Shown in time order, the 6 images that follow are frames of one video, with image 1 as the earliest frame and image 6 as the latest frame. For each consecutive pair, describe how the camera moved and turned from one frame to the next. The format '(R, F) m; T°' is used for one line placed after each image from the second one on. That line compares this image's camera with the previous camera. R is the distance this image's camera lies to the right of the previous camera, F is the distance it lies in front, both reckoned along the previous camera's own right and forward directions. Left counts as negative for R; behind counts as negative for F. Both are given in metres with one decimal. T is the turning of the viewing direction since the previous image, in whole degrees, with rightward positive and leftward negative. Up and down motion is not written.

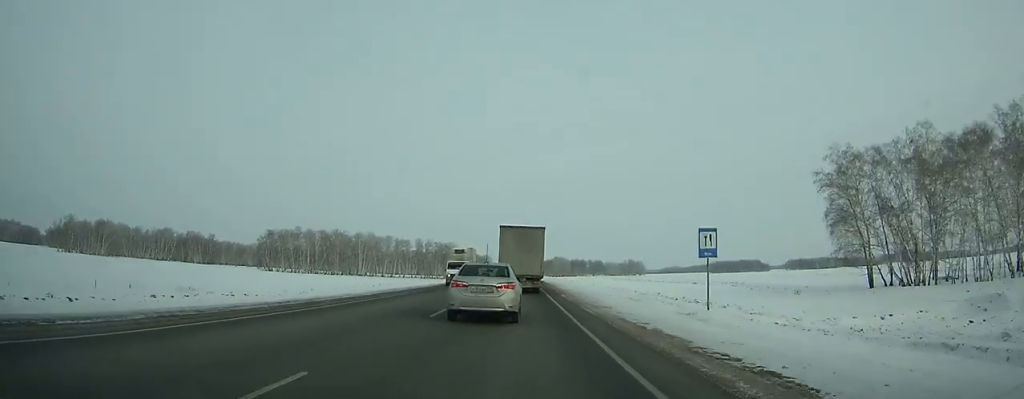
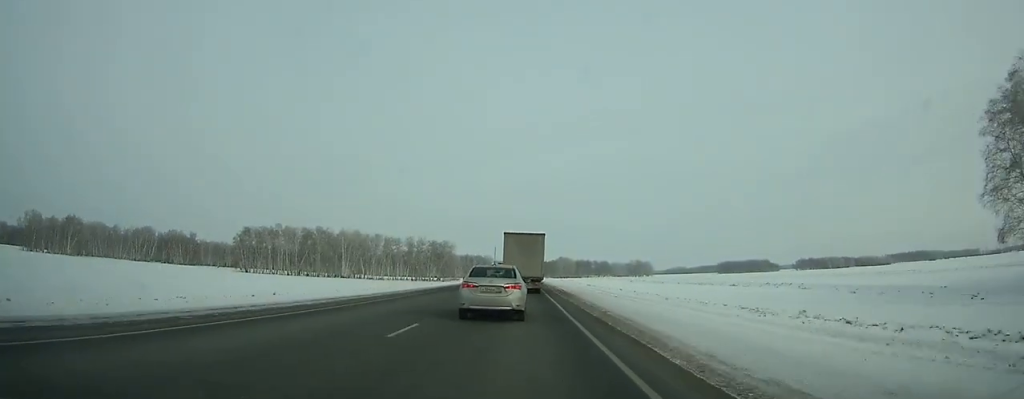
(0.0, +30.5) m; 0°
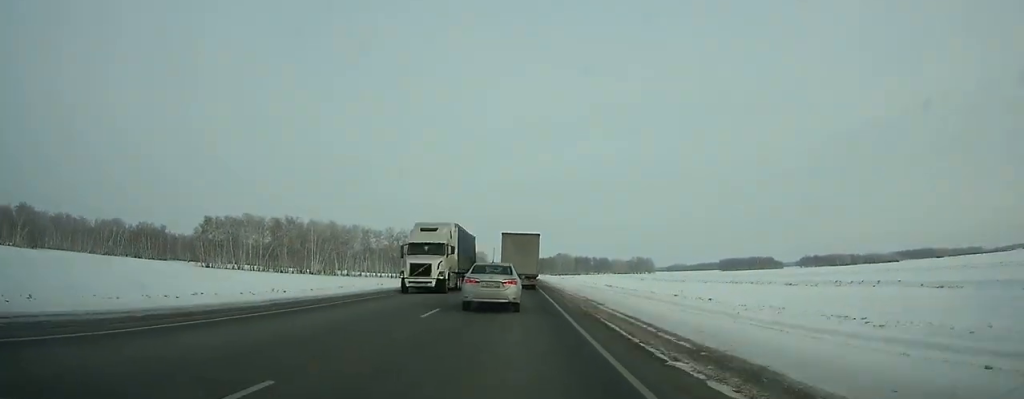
(0.0, +33.5) m; 0°
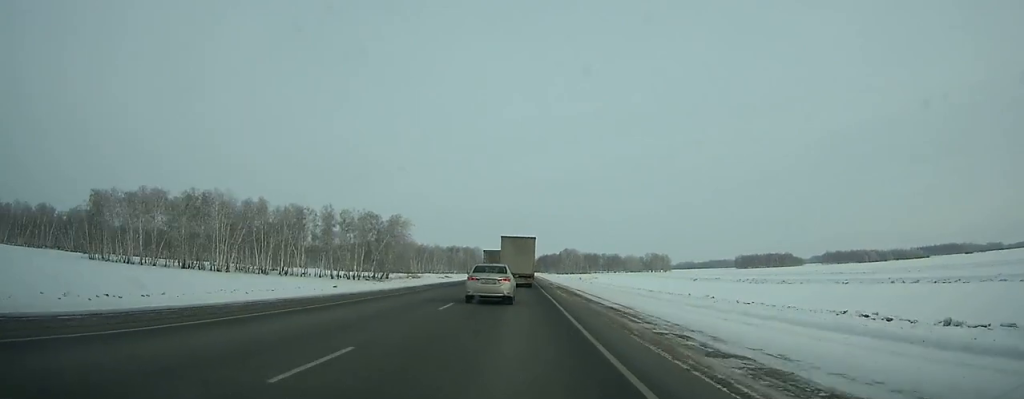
(-0.1, +70.6) m; 0°
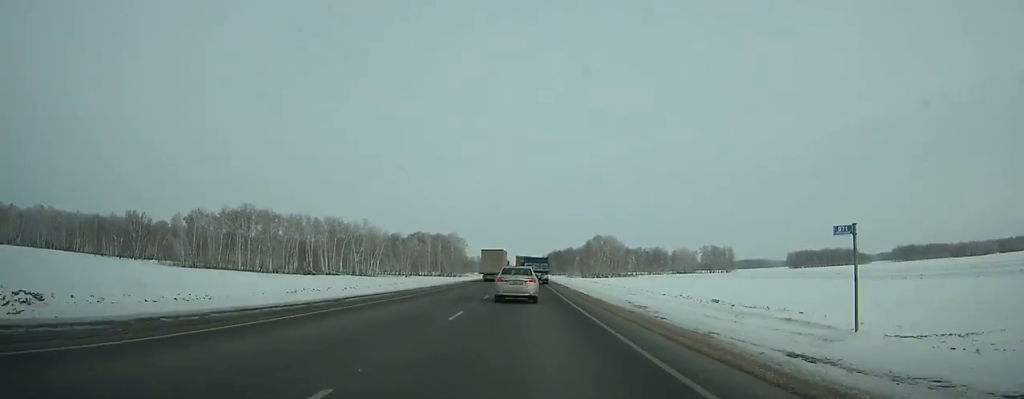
(0.0, +182.5) m; 0°
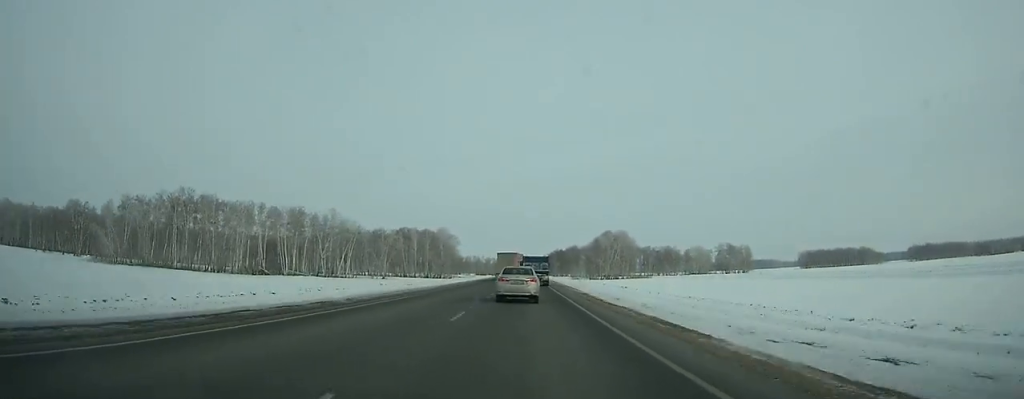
(0.0, +36.0) m; 0°
